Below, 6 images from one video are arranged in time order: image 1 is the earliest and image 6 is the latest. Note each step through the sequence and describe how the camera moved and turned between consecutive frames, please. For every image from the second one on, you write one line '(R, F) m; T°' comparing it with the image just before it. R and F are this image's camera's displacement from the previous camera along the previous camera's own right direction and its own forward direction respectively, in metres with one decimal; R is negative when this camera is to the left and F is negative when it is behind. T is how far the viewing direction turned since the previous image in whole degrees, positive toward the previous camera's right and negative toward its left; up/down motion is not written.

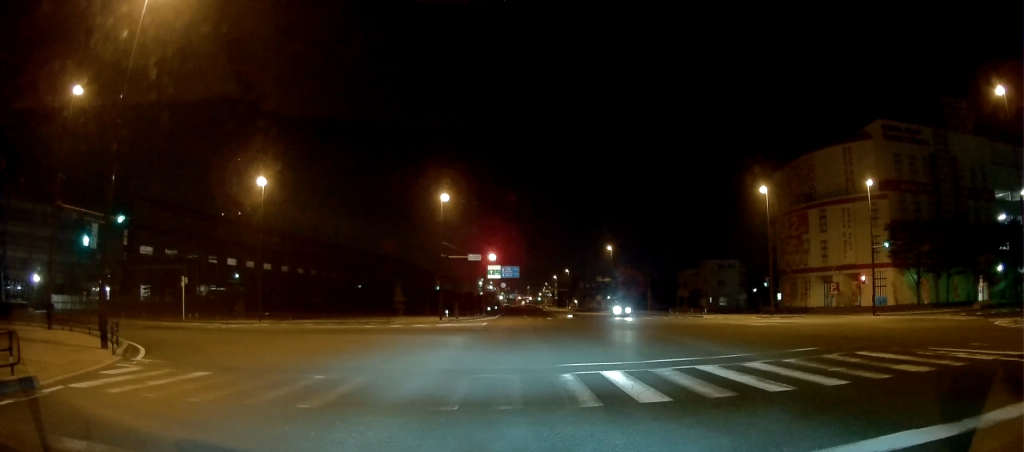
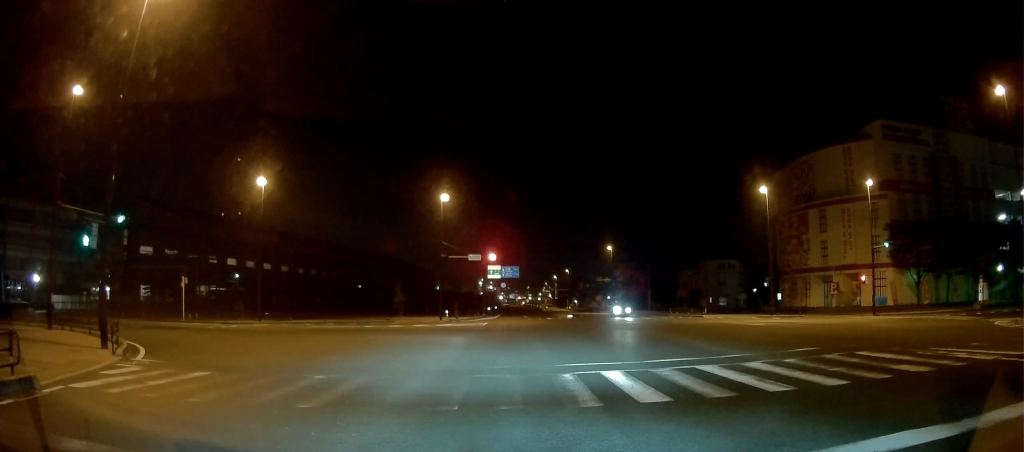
(0.0, 0.0) m; 0°
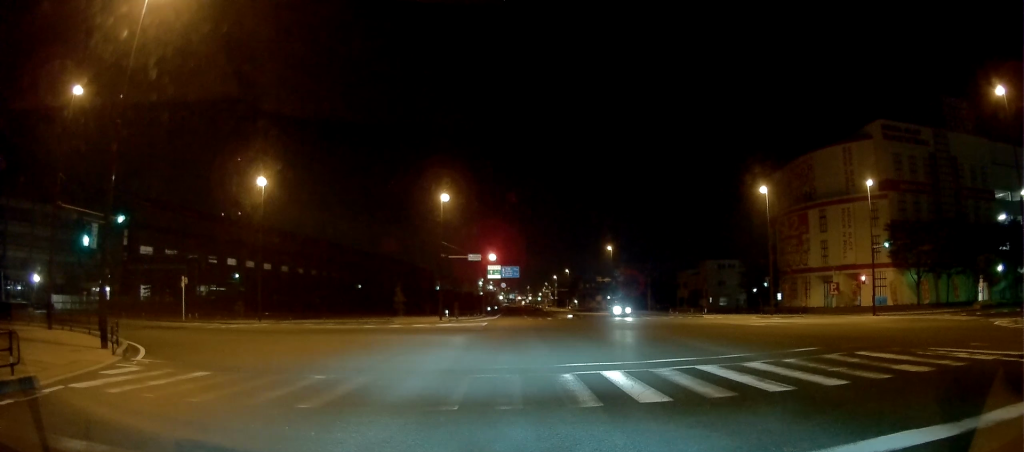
(0.0, 0.0) m; 0°
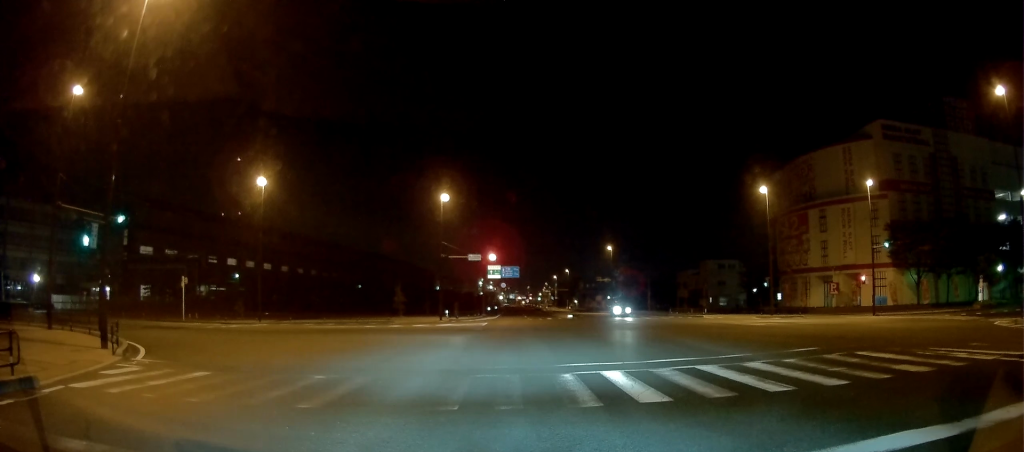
(0.0, 0.0) m; 0°
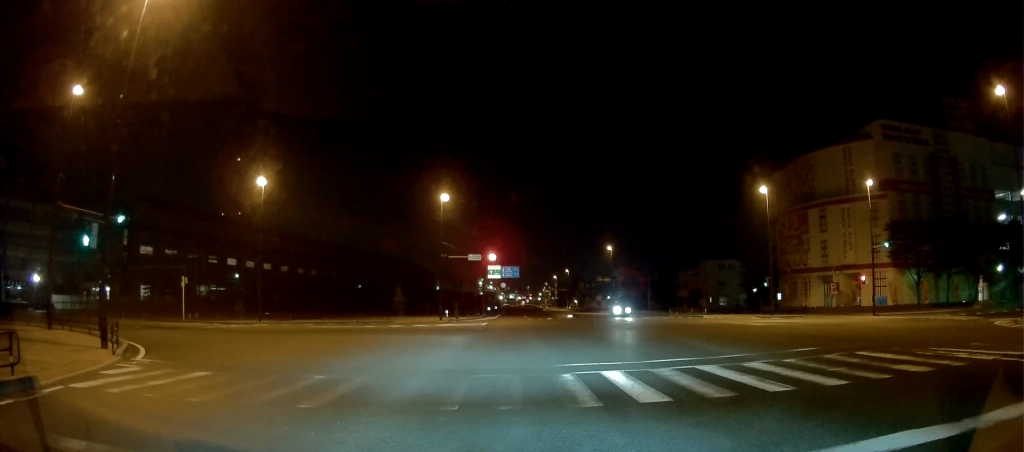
(0.0, 0.0) m; 0°
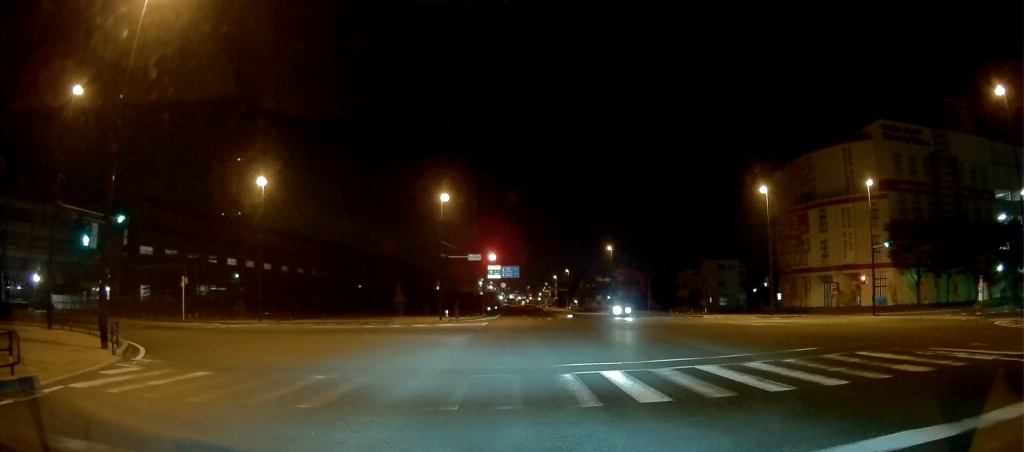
(0.0, 0.0) m; 0°
